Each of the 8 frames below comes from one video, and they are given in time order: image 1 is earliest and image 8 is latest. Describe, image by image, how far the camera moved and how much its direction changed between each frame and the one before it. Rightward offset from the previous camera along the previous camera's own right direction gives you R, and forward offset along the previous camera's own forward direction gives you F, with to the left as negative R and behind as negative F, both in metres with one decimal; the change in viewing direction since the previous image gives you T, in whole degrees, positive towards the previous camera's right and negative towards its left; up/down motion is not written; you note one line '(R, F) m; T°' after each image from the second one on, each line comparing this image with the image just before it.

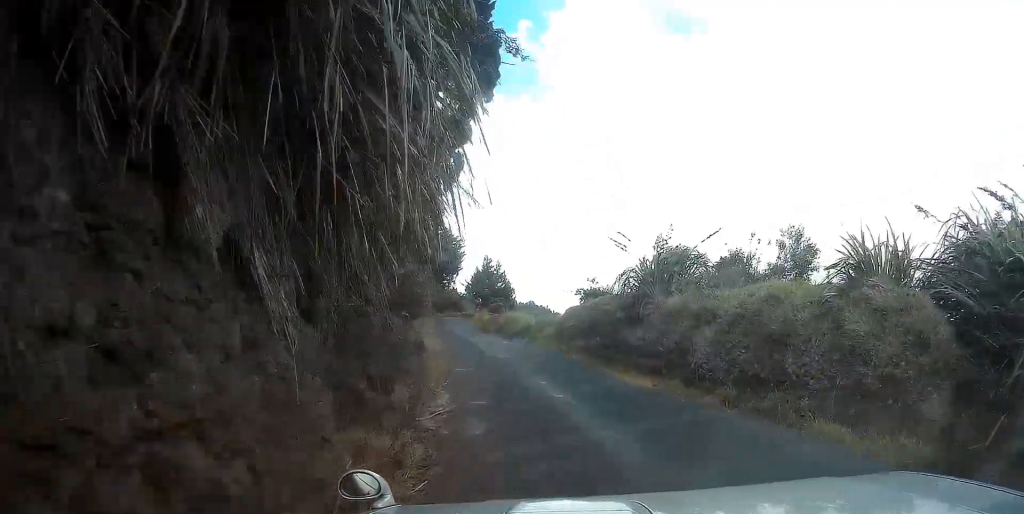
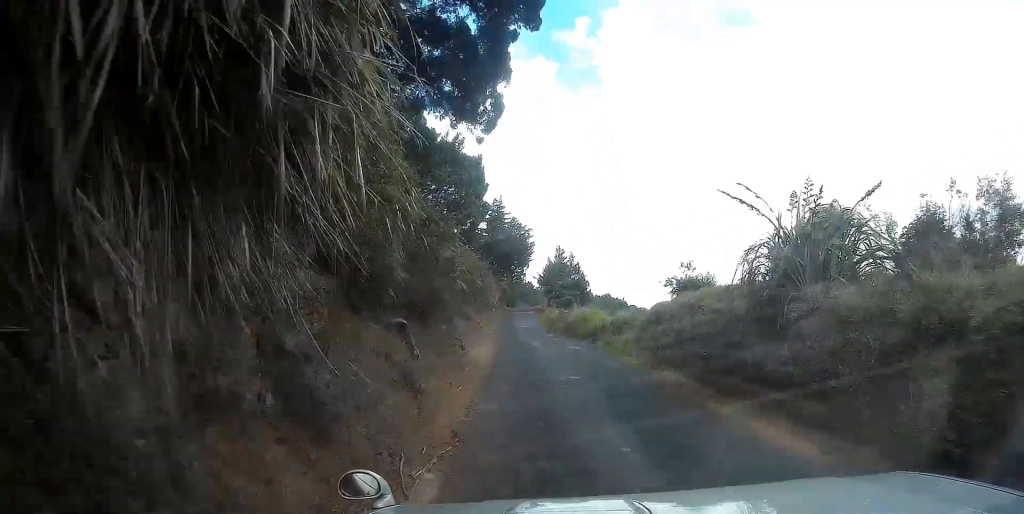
(-0.1, +5.0) m; -3°
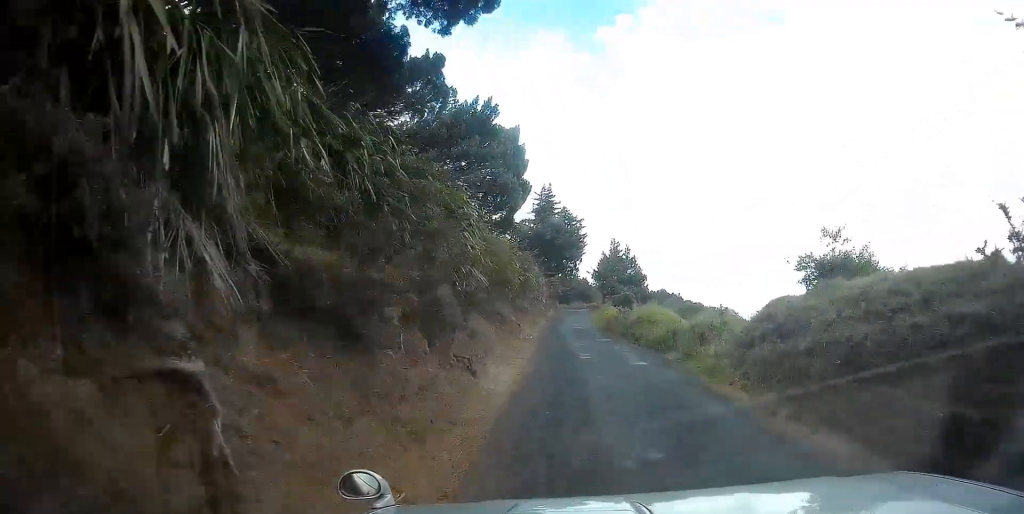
(-0.2, +5.8) m; -3°
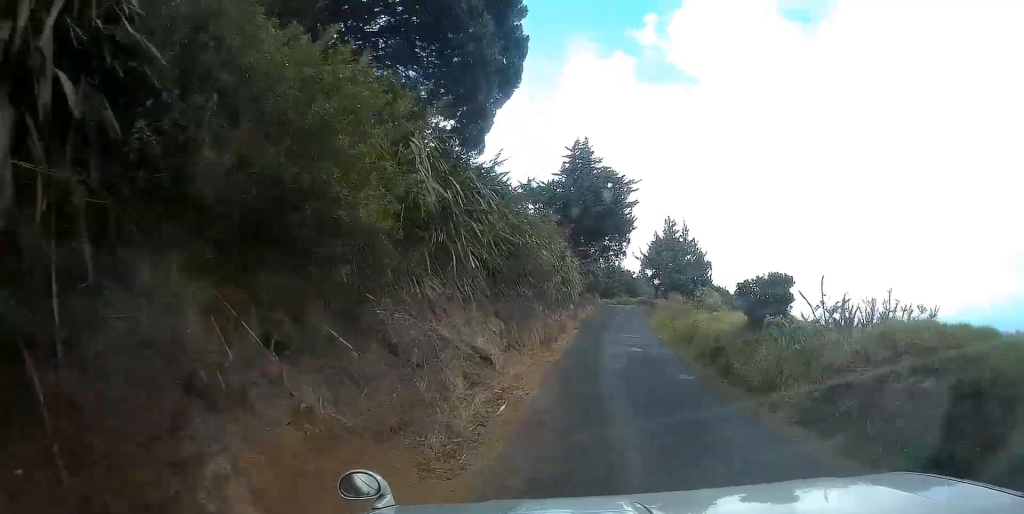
(-0.2, +17.0) m; 0°
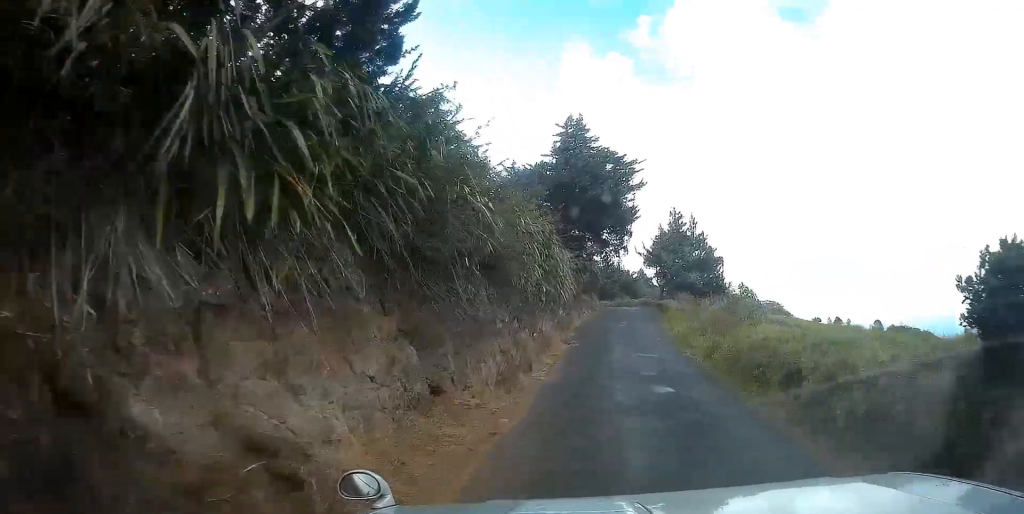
(+0.1, +6.7) m; 0°
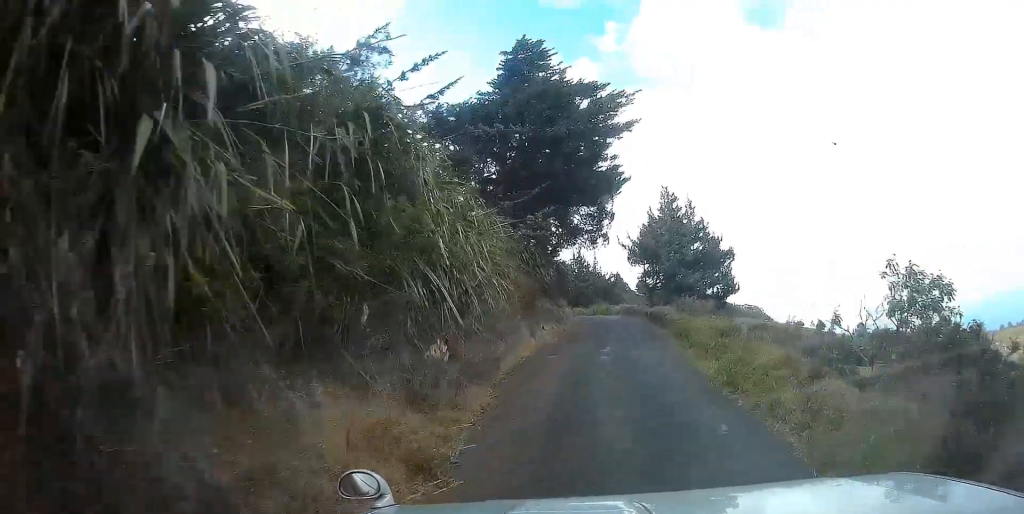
(-0.1, +13.1) m; +1°
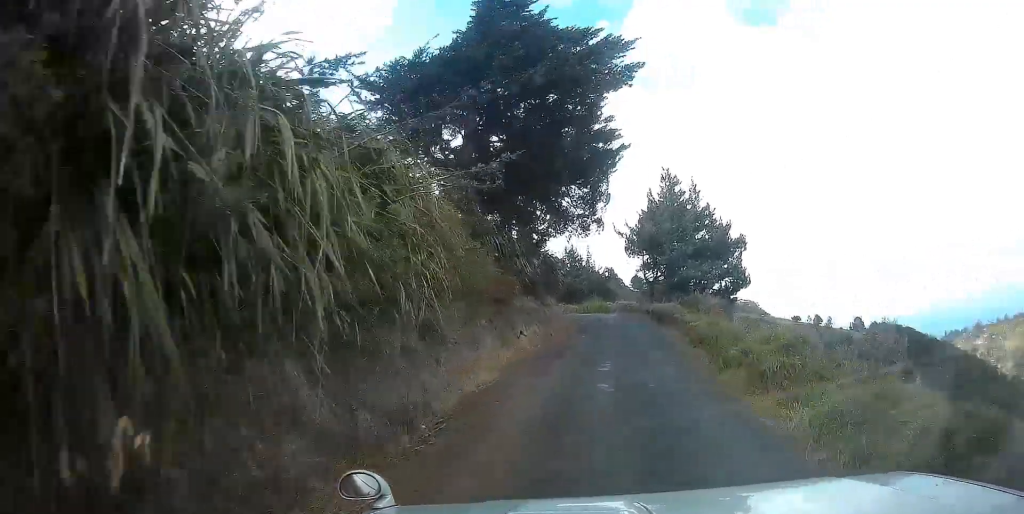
(0.0, +5.1) m; +1°
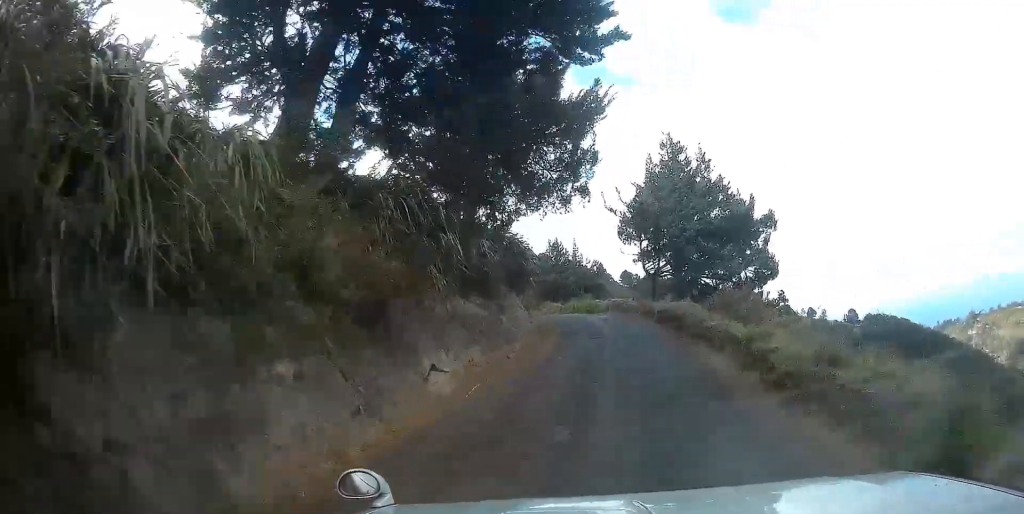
(+0.3, +8.4) m; +1°
